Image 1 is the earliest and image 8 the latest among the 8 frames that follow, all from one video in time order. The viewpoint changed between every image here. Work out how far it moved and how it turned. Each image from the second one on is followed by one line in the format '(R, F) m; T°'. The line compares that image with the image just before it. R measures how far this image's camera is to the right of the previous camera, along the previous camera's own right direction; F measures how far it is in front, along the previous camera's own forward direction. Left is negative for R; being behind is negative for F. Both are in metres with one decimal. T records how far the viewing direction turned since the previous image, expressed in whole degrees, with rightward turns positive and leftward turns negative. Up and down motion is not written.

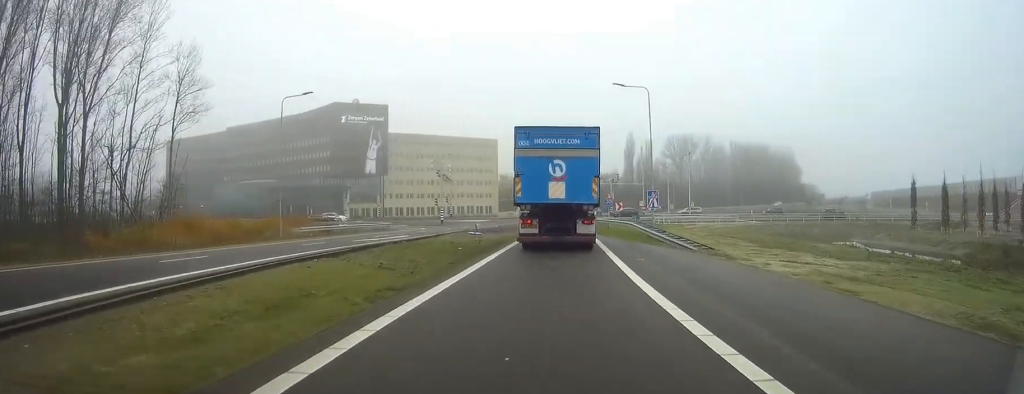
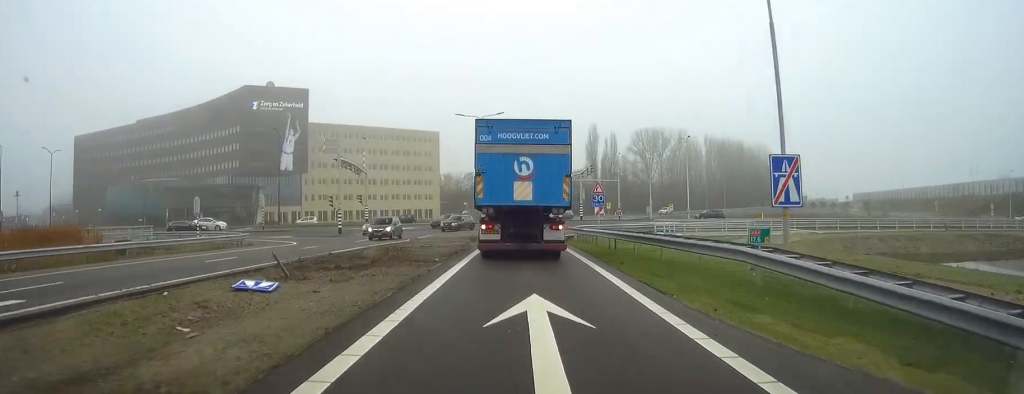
(+4.2, +32.4) m; +8°
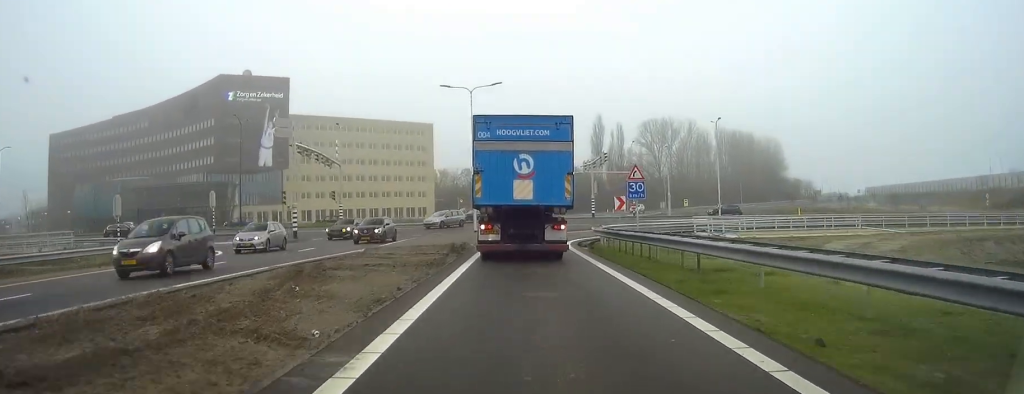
(+0.2, +15.7) m; +1°
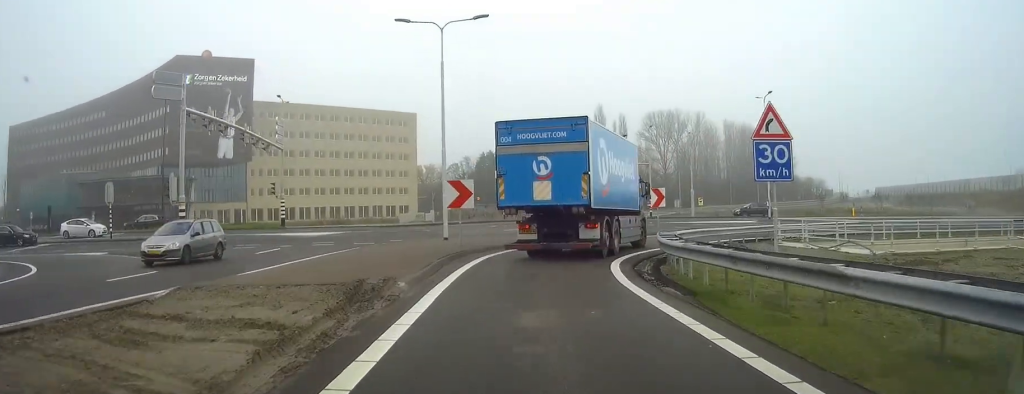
(+0.3, +23.8) m; +3°
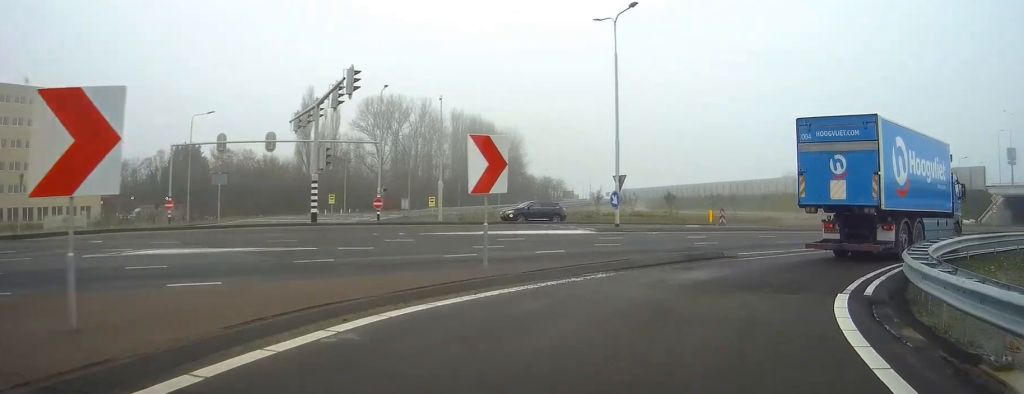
(+2.9, +34.4) m; +22°
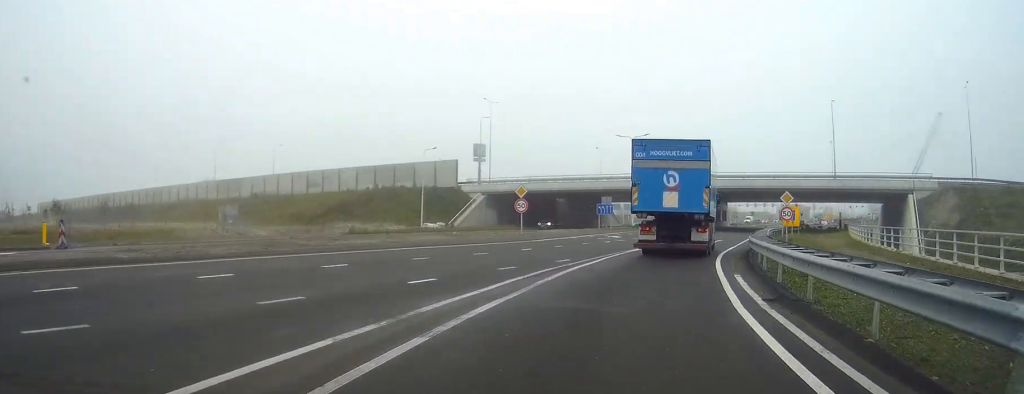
(+8.4, +21.3) m; +39°
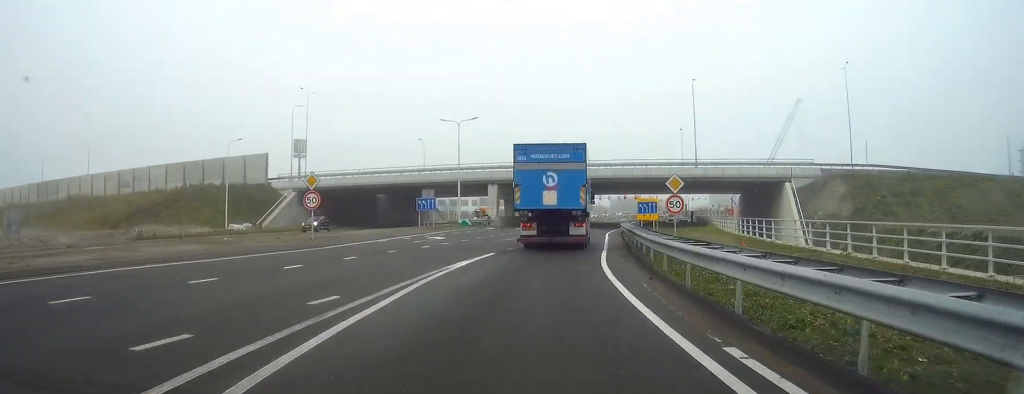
(+1.5, +11.6) m; +16°
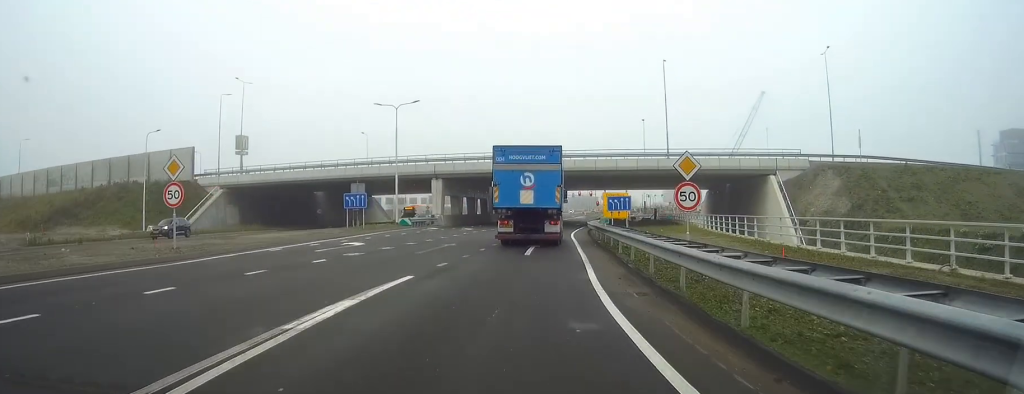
(+1.5, +10.3) m; +4°
